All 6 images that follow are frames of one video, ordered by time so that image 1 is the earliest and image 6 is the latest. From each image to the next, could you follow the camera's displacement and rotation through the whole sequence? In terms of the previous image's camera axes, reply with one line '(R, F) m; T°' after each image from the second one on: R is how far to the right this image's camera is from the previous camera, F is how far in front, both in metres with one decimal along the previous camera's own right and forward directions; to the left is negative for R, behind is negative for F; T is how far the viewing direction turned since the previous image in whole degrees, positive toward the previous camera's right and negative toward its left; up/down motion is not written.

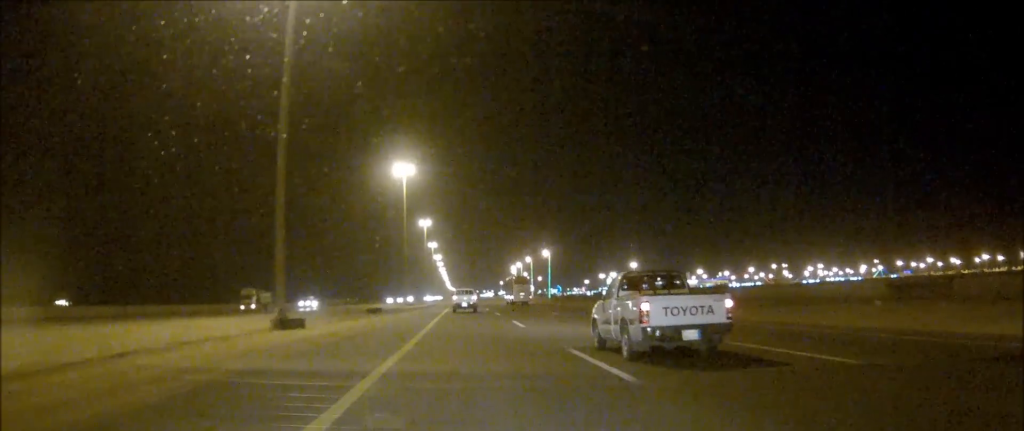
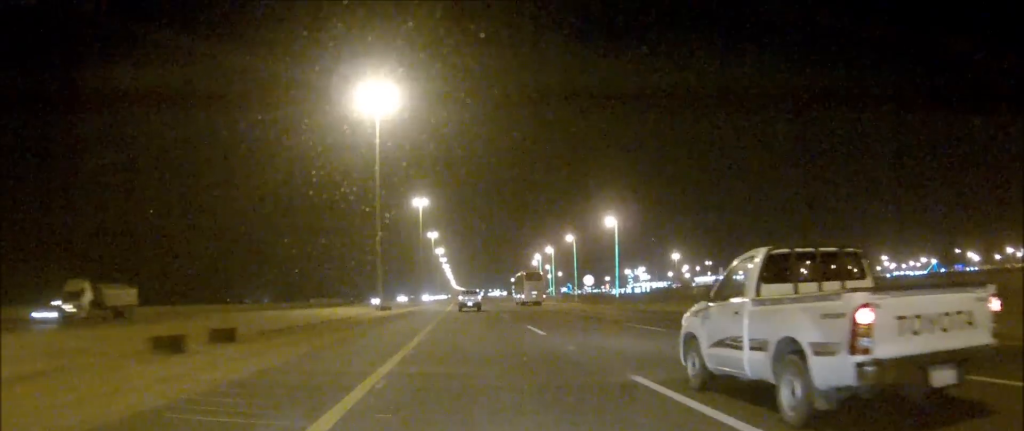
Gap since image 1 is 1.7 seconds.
(-0.2, +59.7) m; 0°
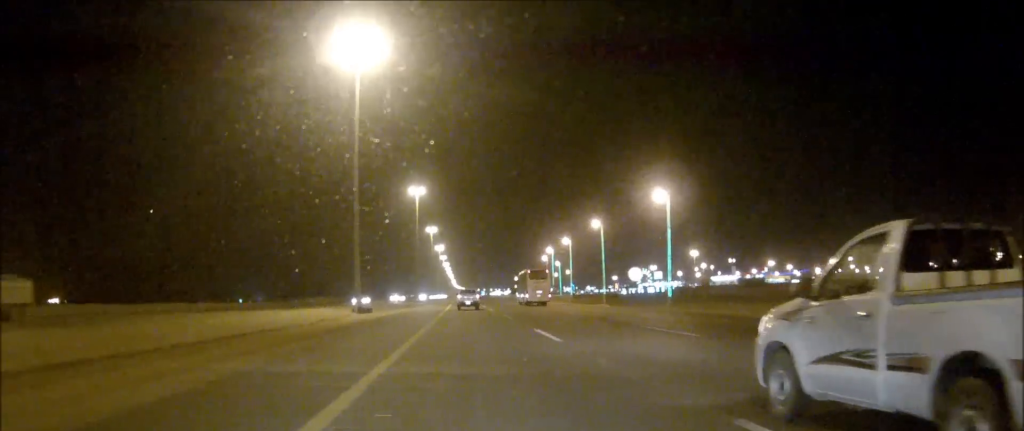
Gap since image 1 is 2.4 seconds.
(0.0, +21.8) m; 0°
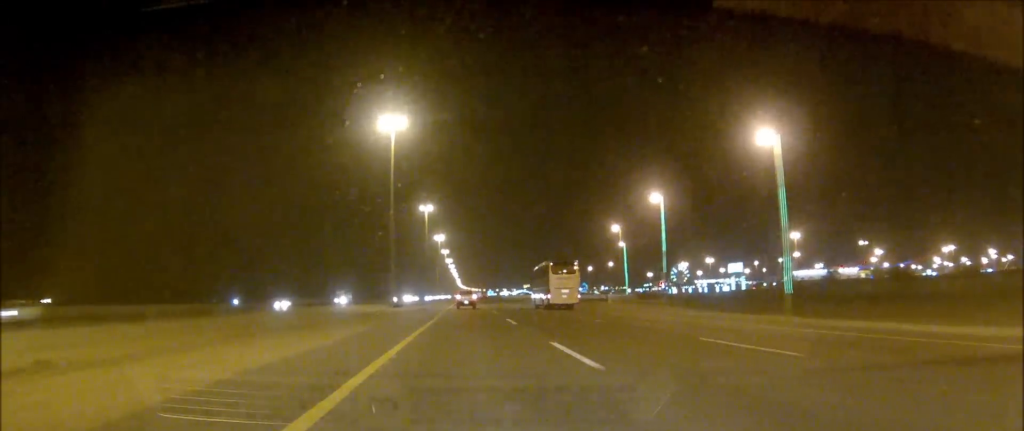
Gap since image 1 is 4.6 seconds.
(-0.2, +78.0) m; 0°
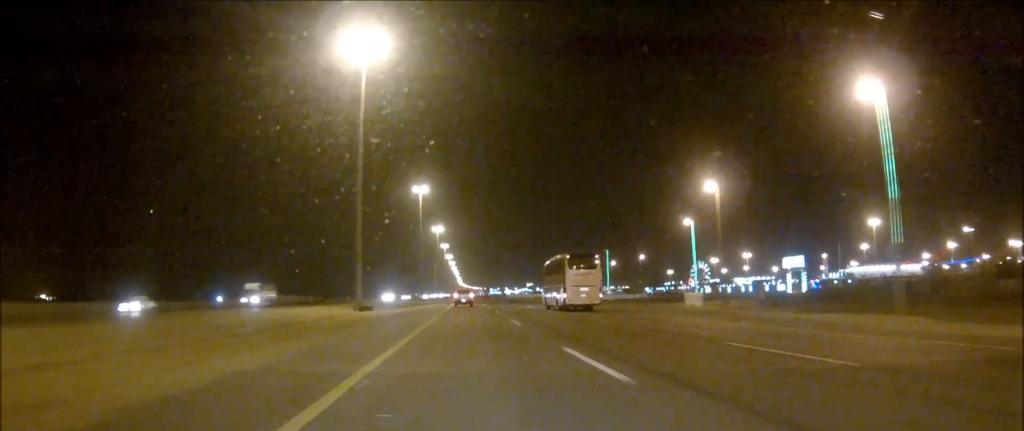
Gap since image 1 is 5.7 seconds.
(0.0, +37.9) m; 0°
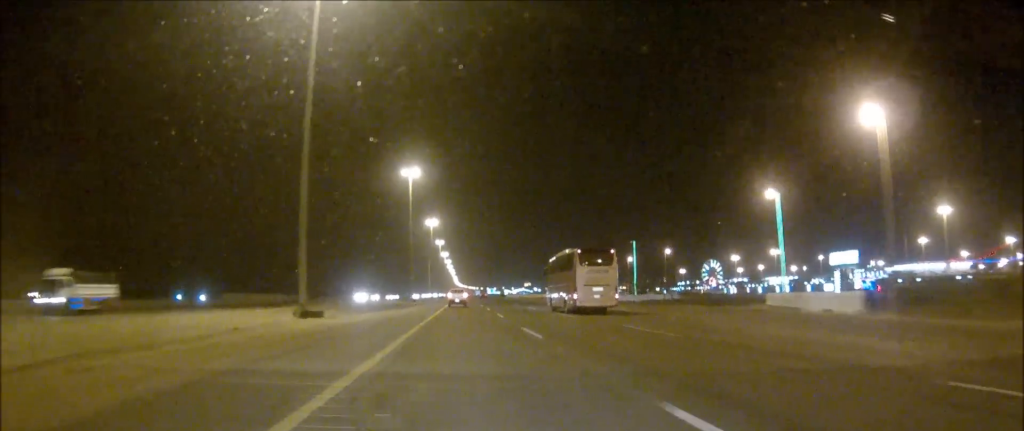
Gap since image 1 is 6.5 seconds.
(+0.1, +26.4) m; 0°
